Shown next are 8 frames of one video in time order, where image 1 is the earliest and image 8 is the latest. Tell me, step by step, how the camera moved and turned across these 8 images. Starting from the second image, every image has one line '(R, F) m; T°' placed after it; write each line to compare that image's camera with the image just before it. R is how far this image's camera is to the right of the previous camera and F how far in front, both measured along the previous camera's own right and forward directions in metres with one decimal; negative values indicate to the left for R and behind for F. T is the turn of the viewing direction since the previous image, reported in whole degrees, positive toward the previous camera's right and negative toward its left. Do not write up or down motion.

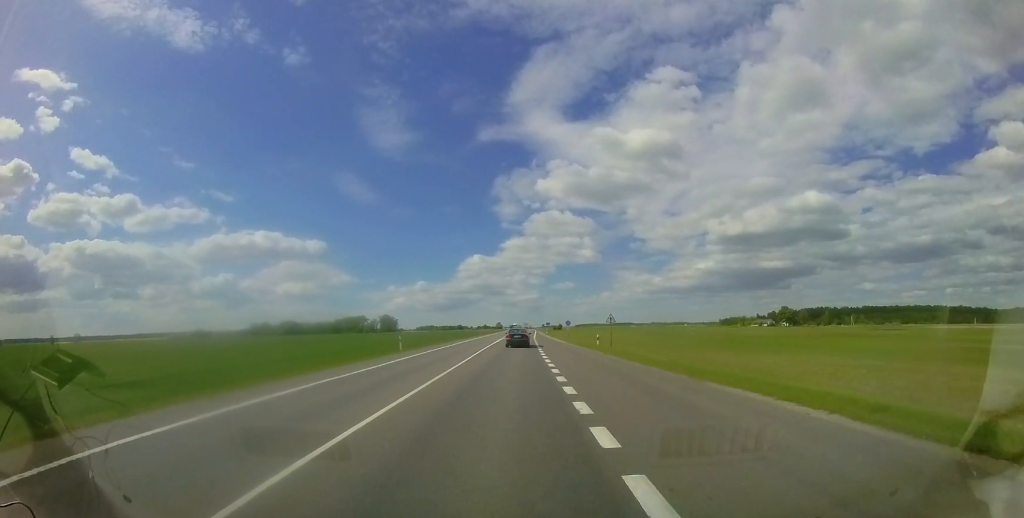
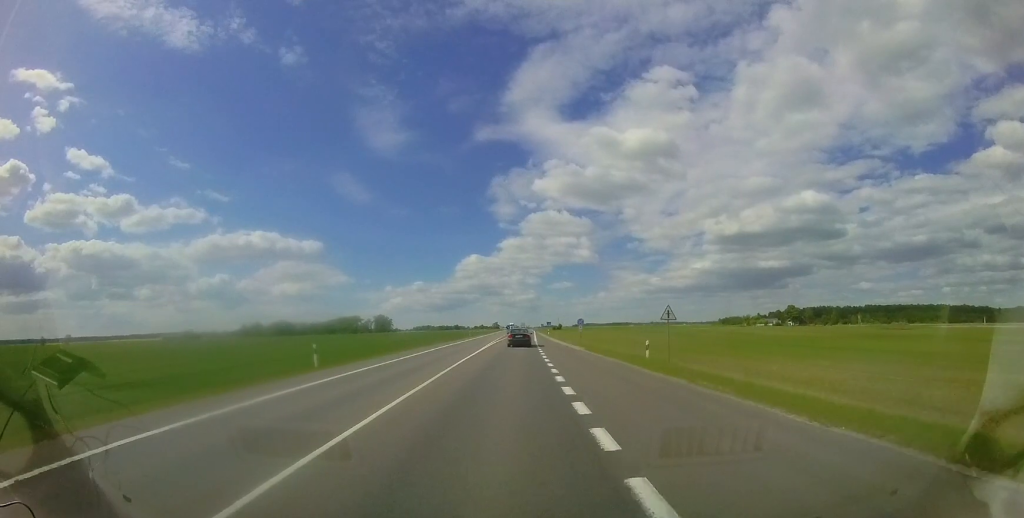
(0.0, +12.1) m; 0°
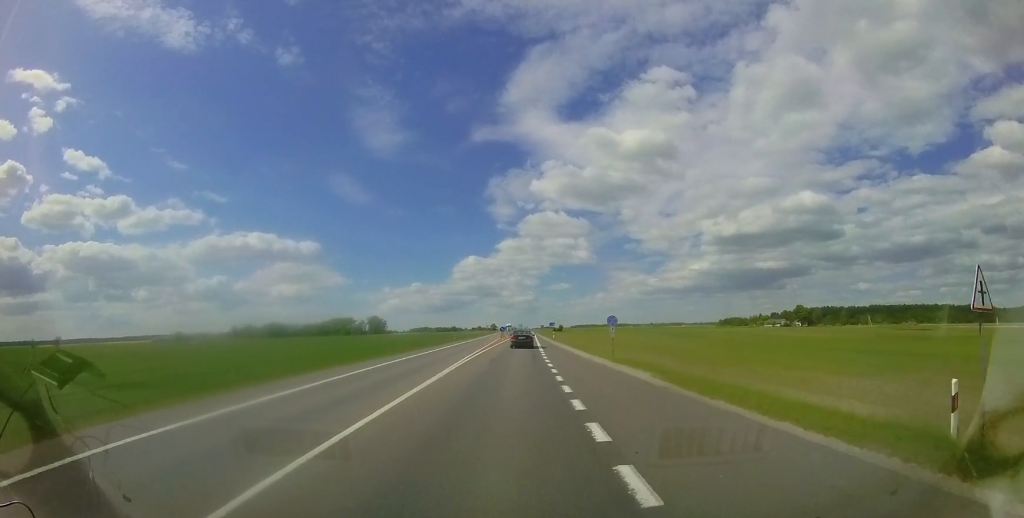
(+0.1, +13.0) m; +1°
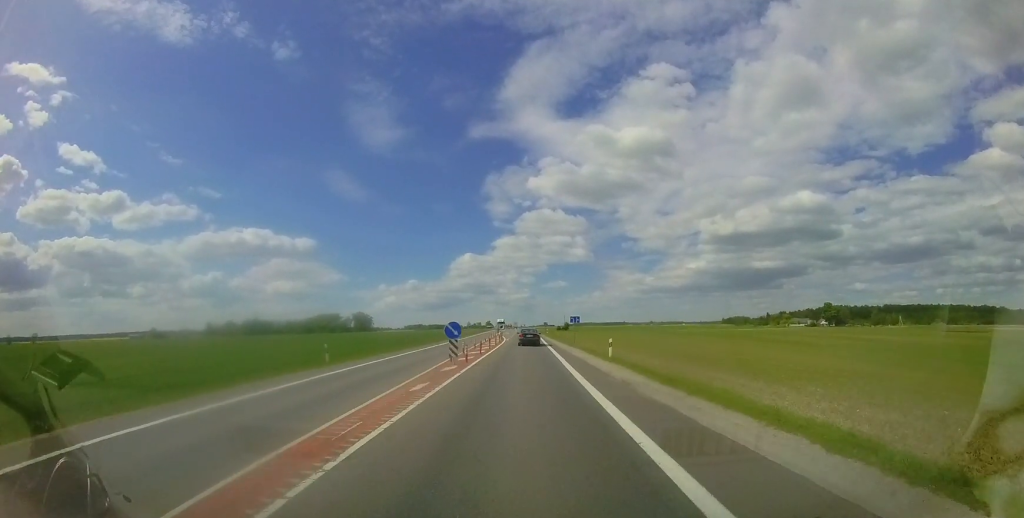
(+0.4, +35.3) m; +1°
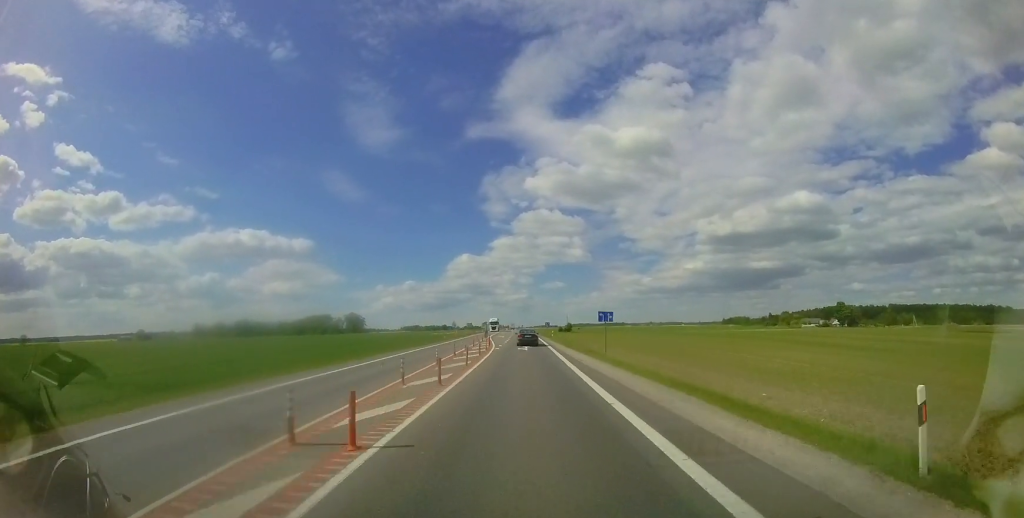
(+0.1, +15.5) m; 0°
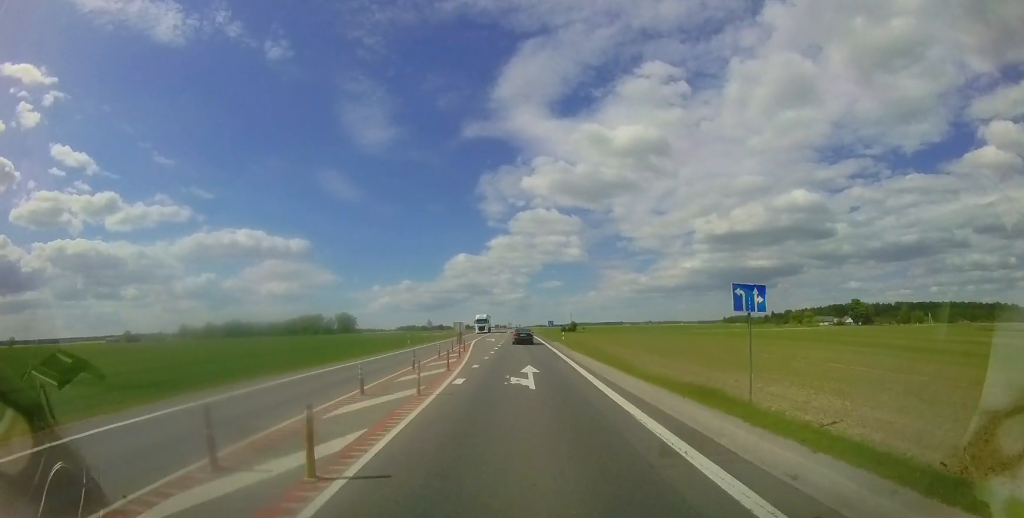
(-0.1, +16.3) m; 0°
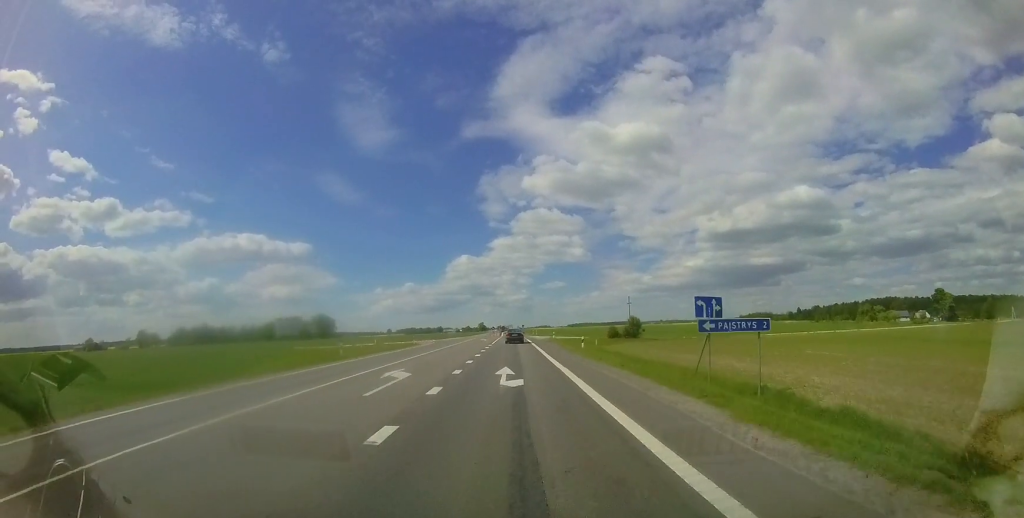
(+0.1, +60.3) m; -1°
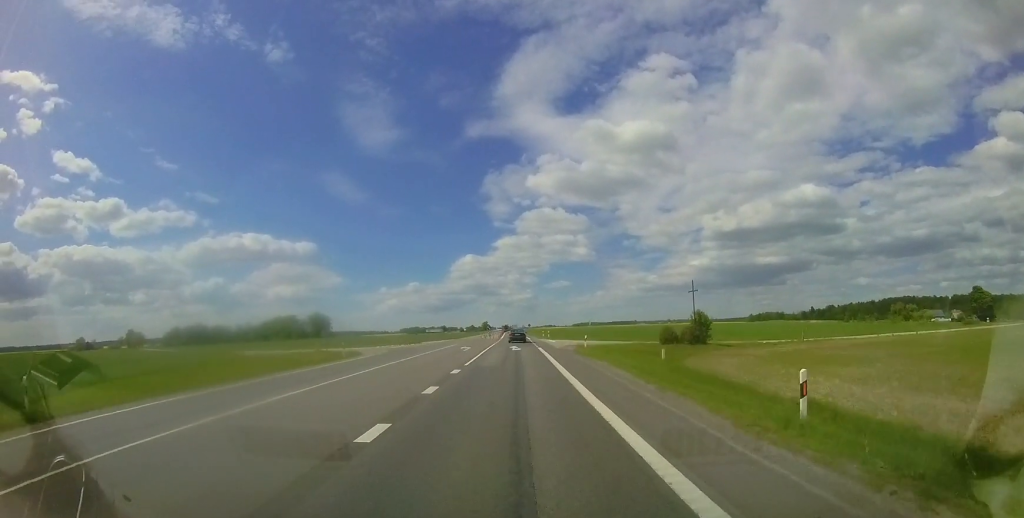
(-0.3, +19.9) m; 0°
